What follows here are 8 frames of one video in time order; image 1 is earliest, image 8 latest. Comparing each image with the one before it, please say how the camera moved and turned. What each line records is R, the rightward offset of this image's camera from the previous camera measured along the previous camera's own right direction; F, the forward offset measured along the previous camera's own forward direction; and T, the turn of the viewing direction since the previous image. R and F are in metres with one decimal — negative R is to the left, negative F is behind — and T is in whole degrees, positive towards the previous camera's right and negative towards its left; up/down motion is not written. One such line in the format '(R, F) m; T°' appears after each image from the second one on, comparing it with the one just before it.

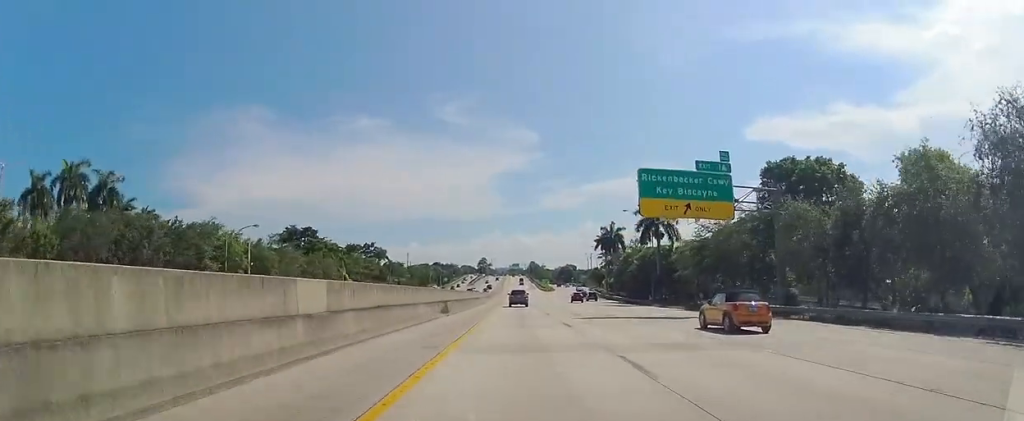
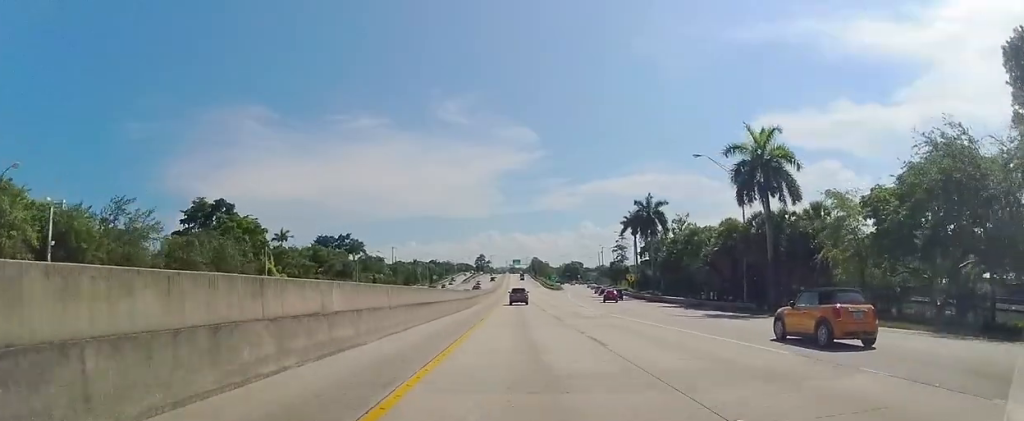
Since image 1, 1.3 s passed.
(+0.5, +33.3) m; +2°
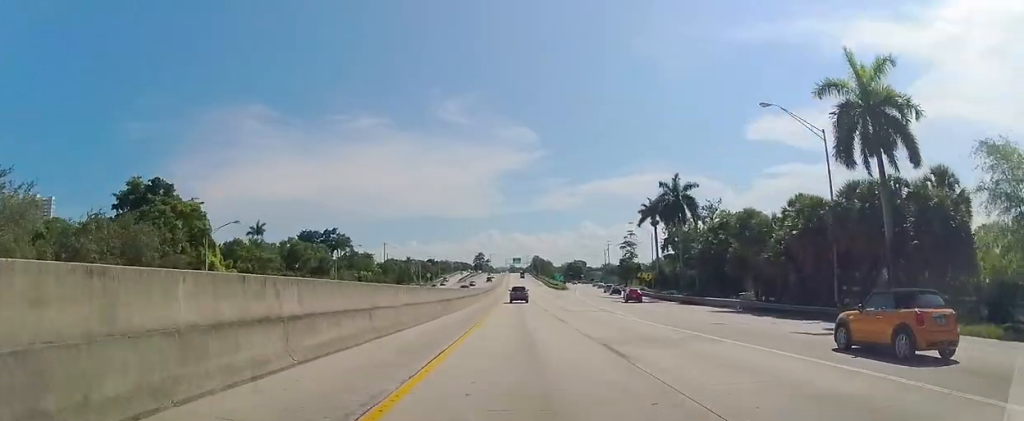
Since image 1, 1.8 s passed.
(0.0, +15.0) m; 0°
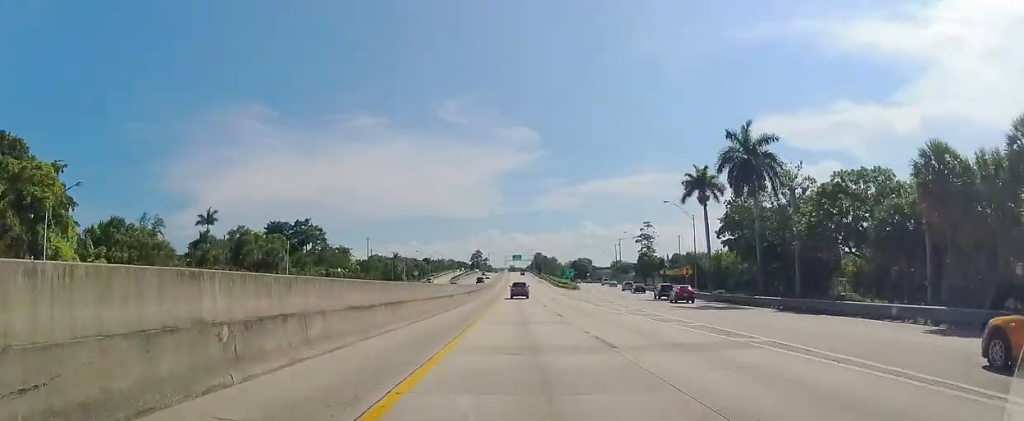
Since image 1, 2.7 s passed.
(-0.3, +23.9) m; -1°
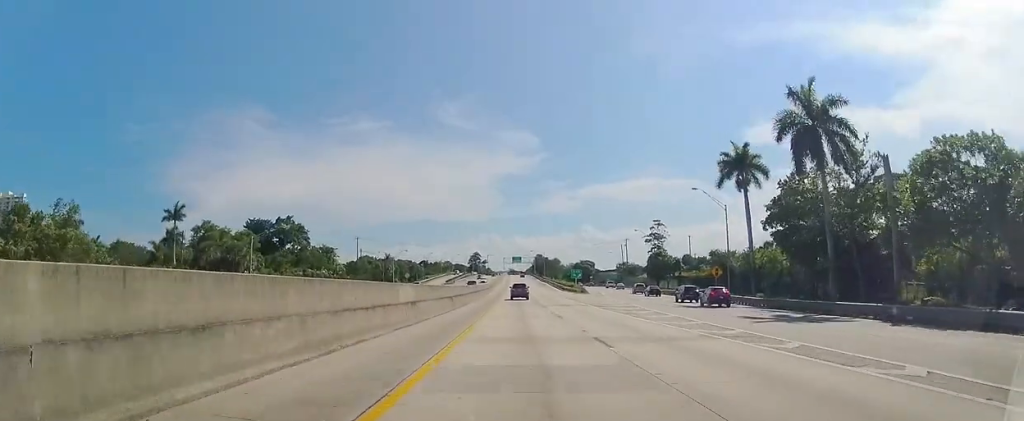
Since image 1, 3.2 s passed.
(-0.2, +12.4) m; 0°
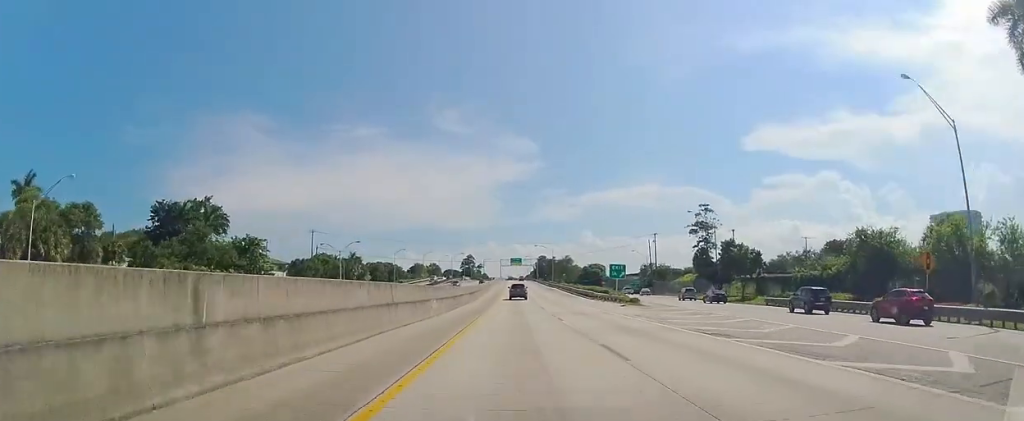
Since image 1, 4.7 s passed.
(+0.5, +39.8) m; +1°
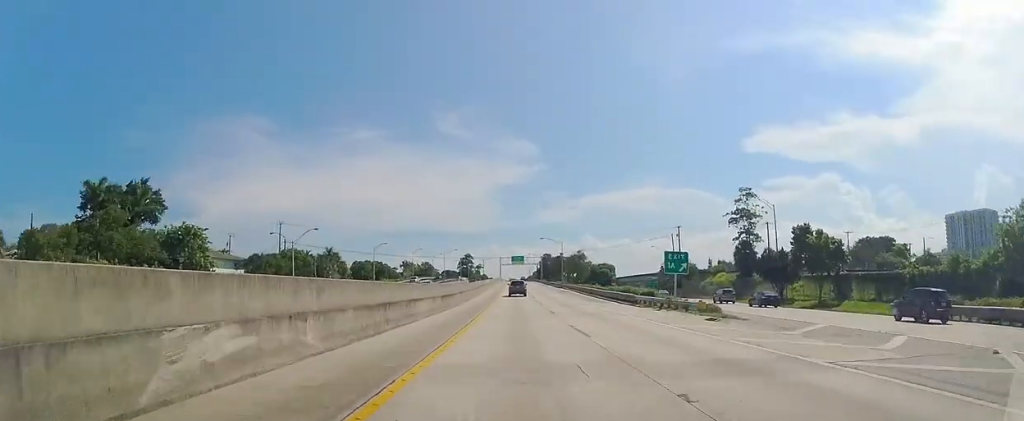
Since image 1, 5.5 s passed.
(0.0, +21.1) m; 0°
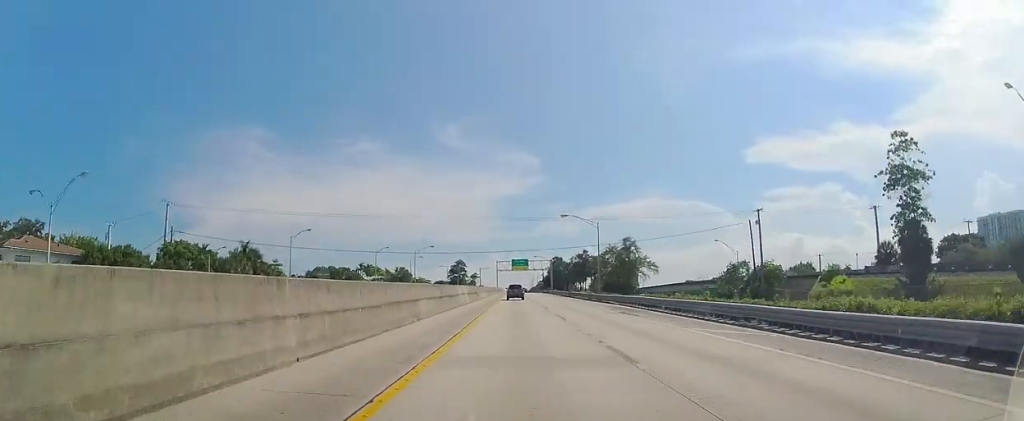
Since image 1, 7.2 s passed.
(-0.4, +43.4) m; -2°
